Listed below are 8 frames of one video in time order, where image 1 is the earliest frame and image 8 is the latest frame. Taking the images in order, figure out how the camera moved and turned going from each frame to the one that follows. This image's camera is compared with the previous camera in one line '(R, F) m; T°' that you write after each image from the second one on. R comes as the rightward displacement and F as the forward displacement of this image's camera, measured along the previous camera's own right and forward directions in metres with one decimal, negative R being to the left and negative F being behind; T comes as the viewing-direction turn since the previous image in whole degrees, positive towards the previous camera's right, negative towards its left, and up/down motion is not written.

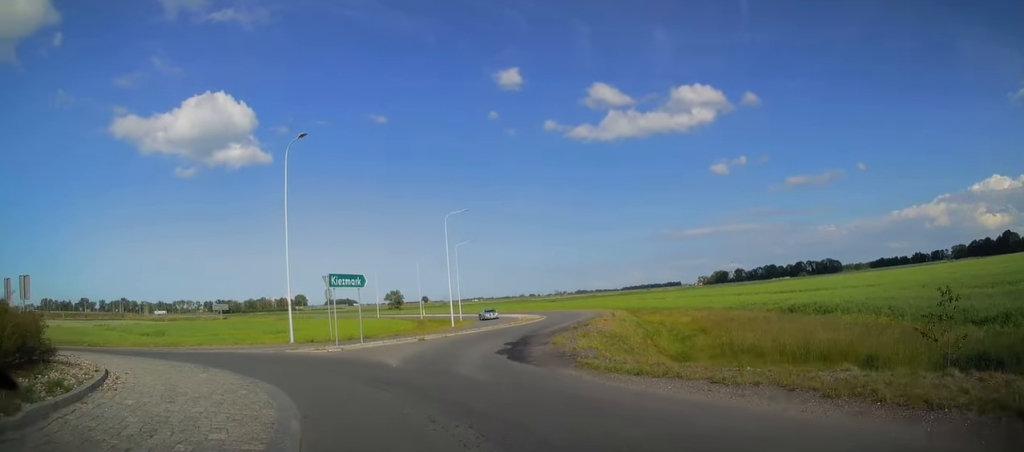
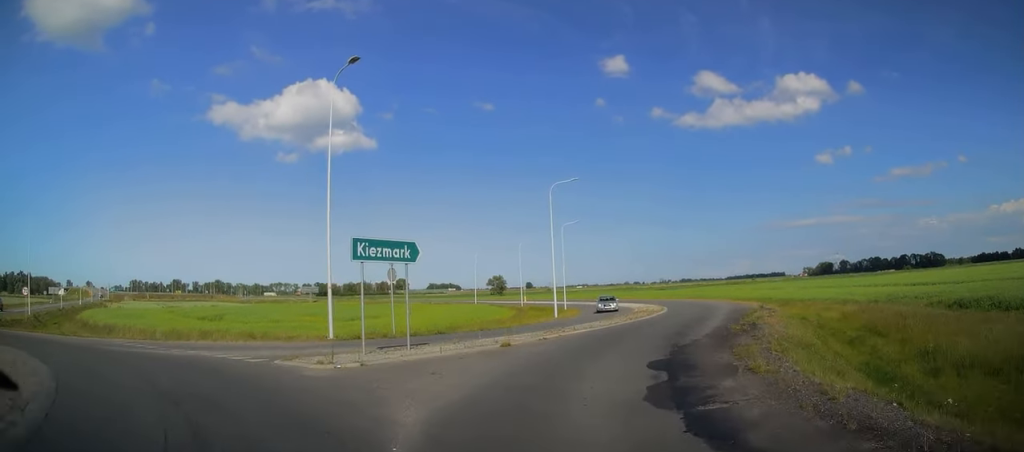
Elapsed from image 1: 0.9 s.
(-0.7, +8.4) m; -4°
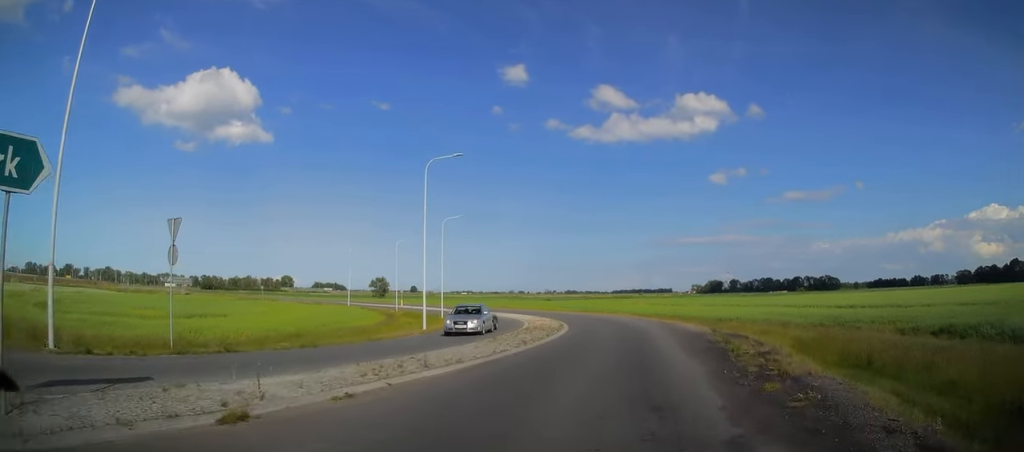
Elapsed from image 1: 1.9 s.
(+0.1, +9.4) m; +4°
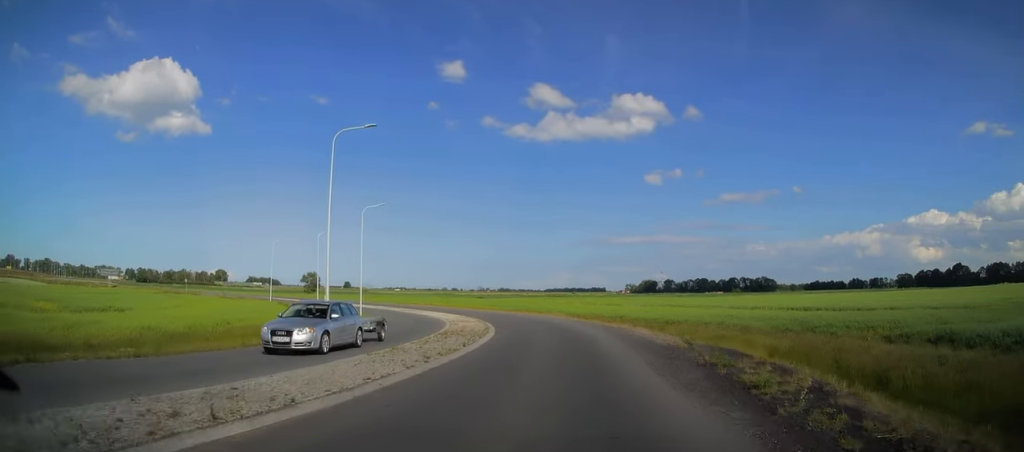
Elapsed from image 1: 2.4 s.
(+0.3, +5.3) m; +3°
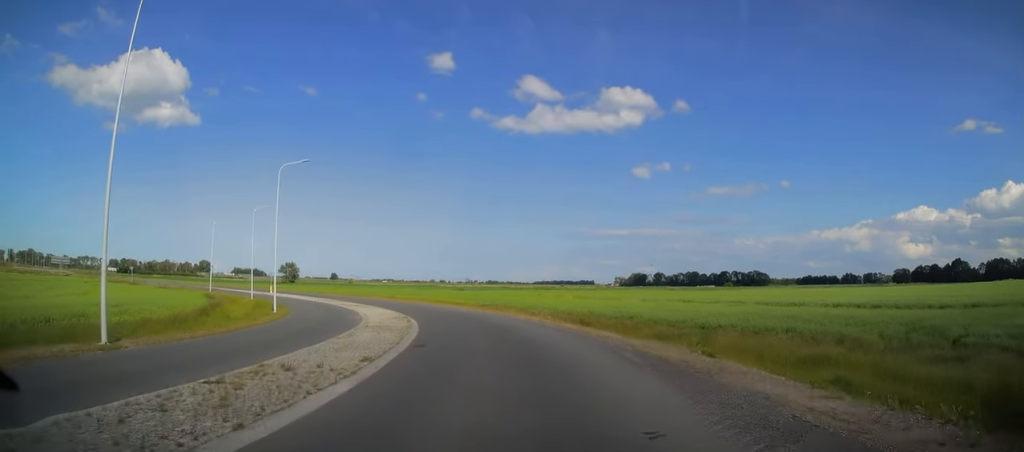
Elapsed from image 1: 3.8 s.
(+0.8, +15.2) m; +3°
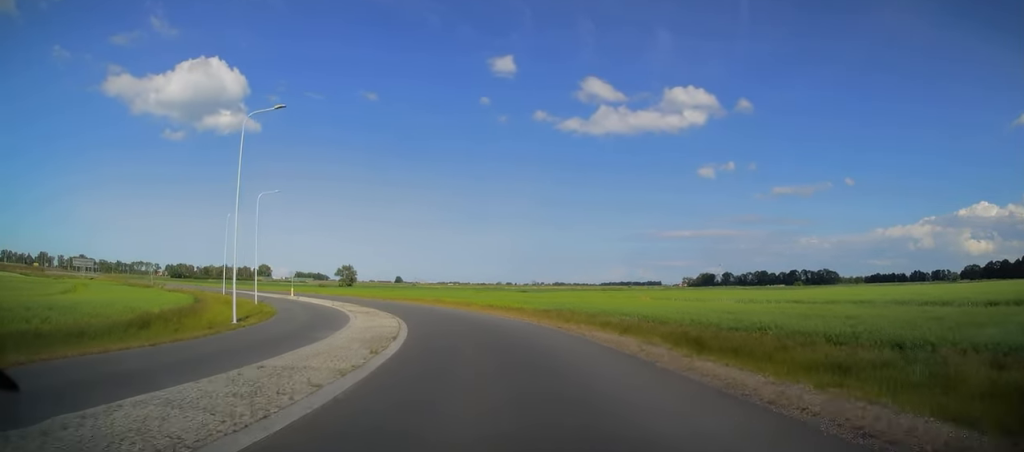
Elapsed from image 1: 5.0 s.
(-0.4, +13.7) m; -6°
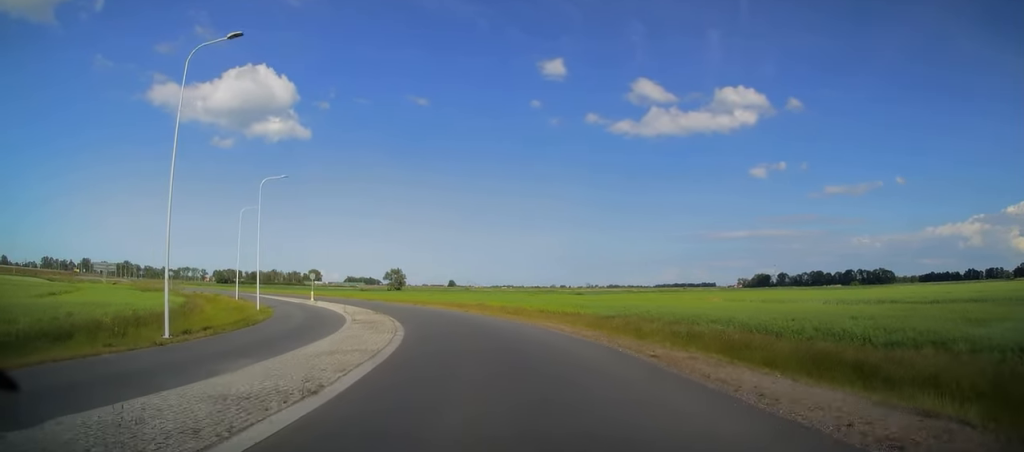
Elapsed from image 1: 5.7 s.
(-0.2, +9.4) m; -5°
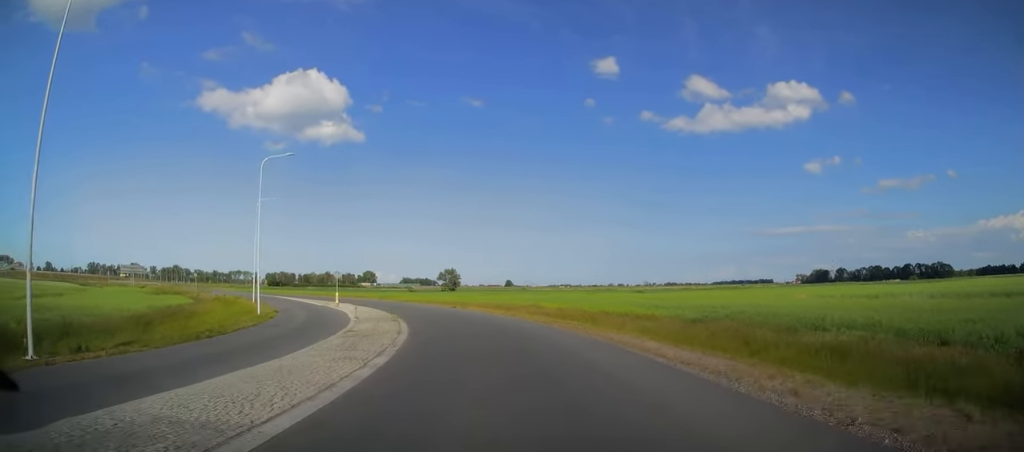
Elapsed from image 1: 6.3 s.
(-0.6, +8.8) m; -4°
